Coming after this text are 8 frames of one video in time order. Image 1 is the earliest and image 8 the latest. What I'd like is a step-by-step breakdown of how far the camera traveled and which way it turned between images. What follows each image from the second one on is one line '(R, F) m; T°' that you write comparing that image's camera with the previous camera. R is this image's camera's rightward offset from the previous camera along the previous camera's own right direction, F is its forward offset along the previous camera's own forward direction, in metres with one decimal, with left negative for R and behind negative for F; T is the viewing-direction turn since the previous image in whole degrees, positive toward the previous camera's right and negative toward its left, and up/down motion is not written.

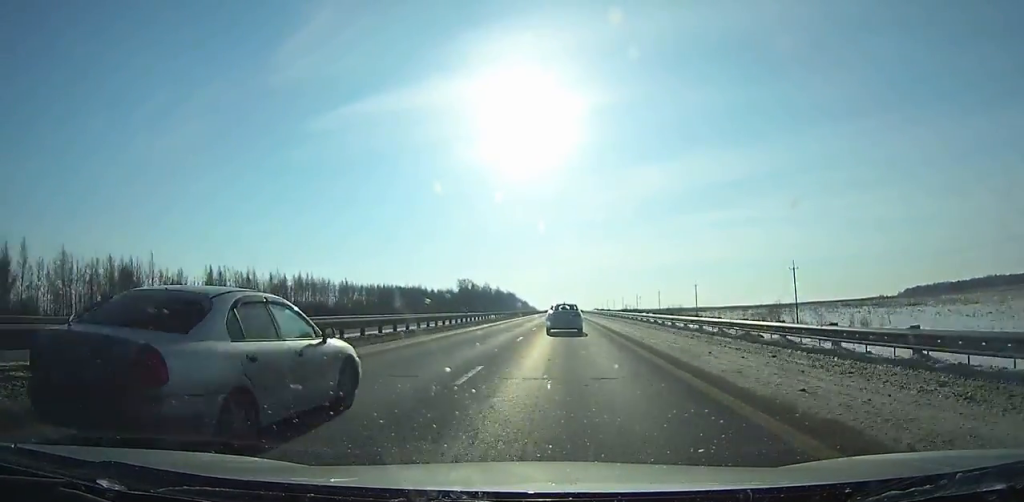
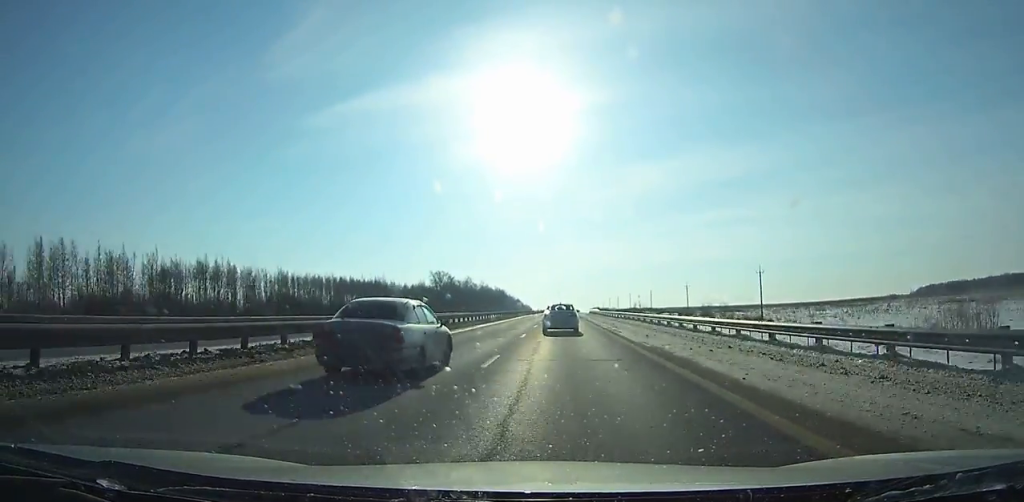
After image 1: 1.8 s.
(0.0, +55.5) m; 0°
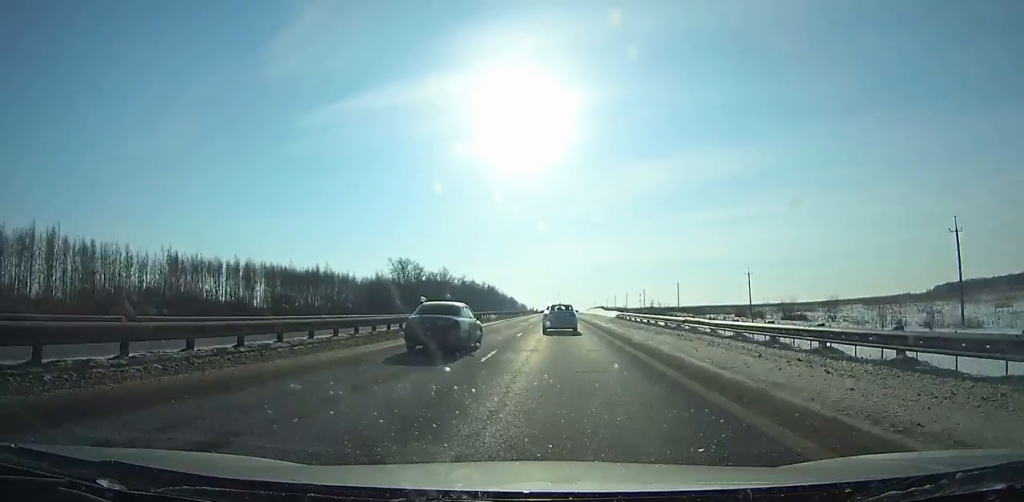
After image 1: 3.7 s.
(-0.1, +58.6) m; 0°
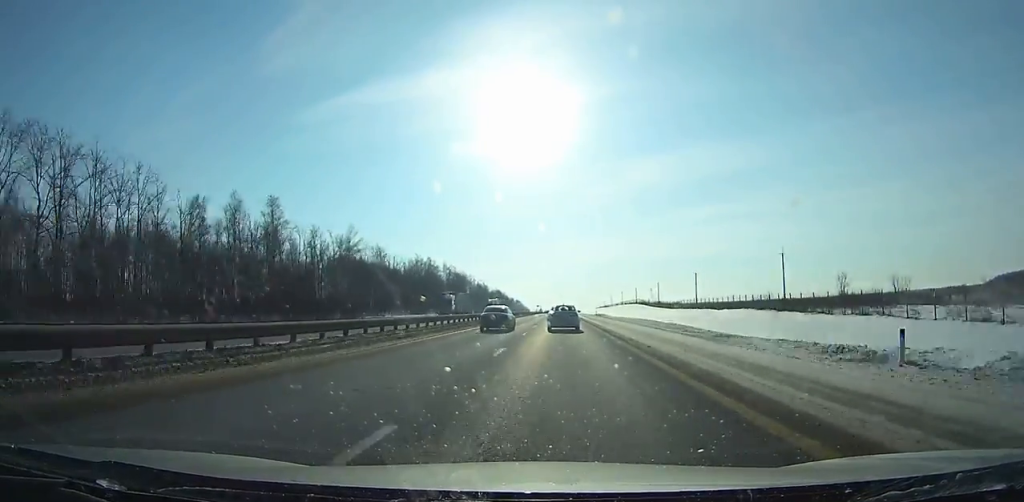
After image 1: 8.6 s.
(-0.3, +152.3) m; 0°
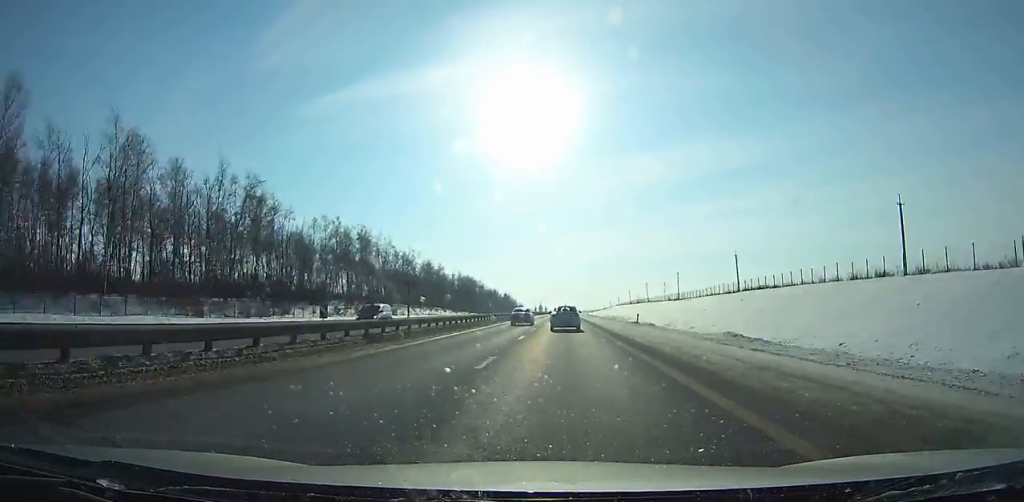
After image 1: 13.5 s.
(+0.8, +155.9) m; 0°
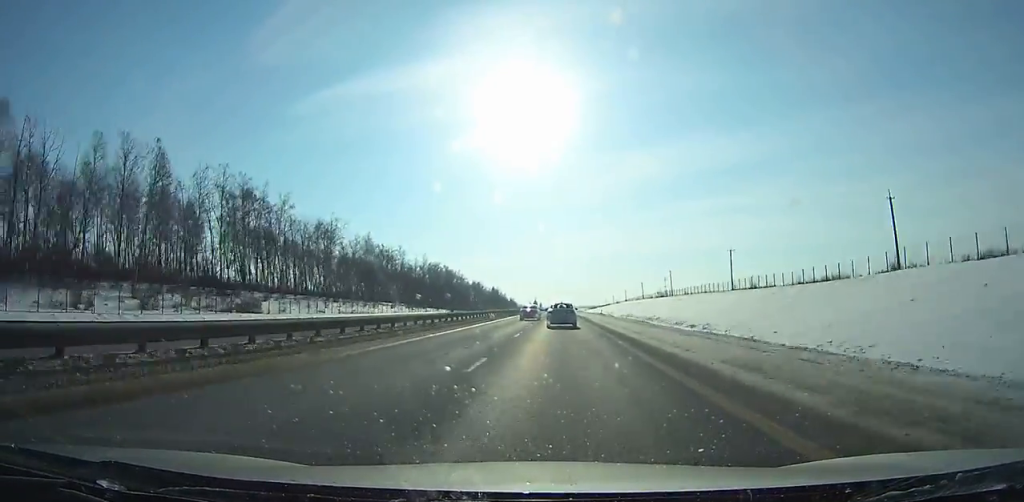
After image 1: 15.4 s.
(0.0, +61.4) m; 0°
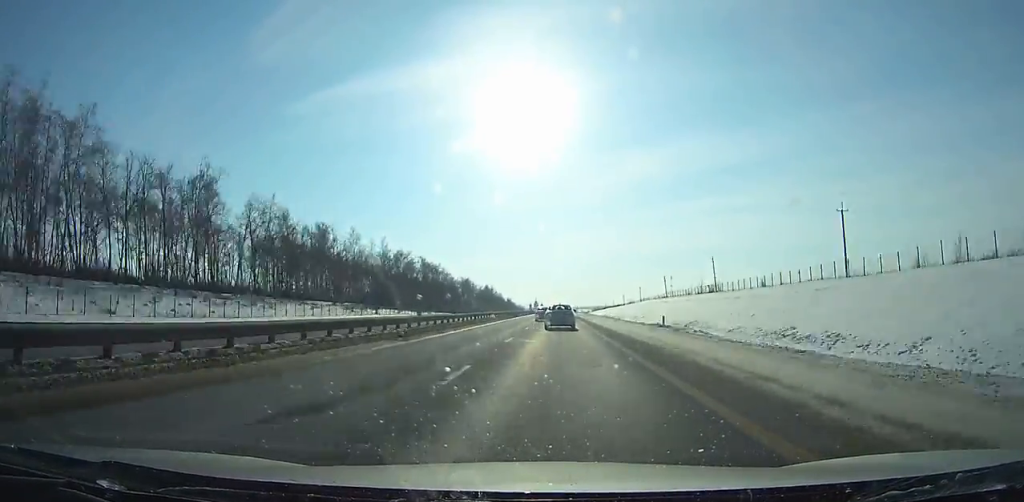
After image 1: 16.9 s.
(+0.1, +48.7) m; 0°
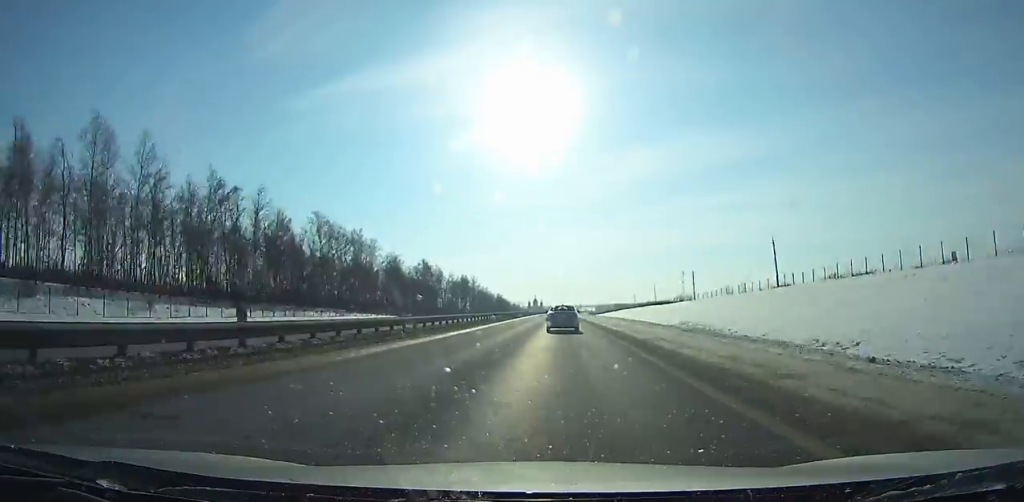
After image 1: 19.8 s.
(-0.3, +94.3) m; 0°
